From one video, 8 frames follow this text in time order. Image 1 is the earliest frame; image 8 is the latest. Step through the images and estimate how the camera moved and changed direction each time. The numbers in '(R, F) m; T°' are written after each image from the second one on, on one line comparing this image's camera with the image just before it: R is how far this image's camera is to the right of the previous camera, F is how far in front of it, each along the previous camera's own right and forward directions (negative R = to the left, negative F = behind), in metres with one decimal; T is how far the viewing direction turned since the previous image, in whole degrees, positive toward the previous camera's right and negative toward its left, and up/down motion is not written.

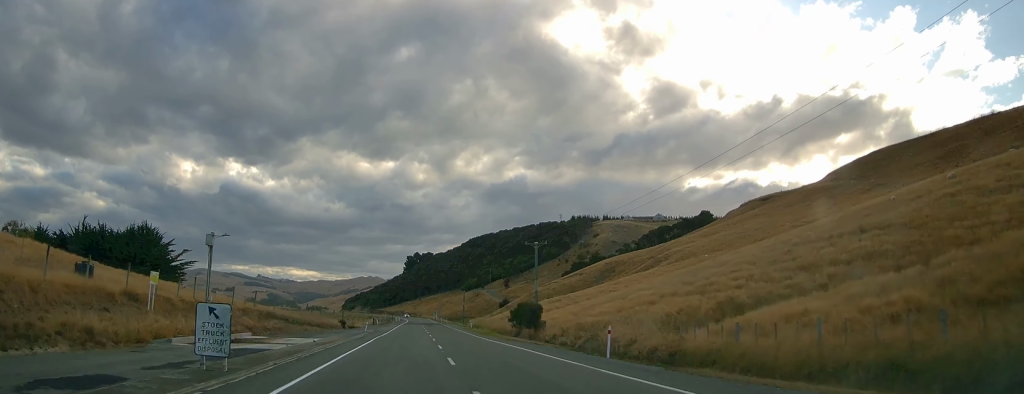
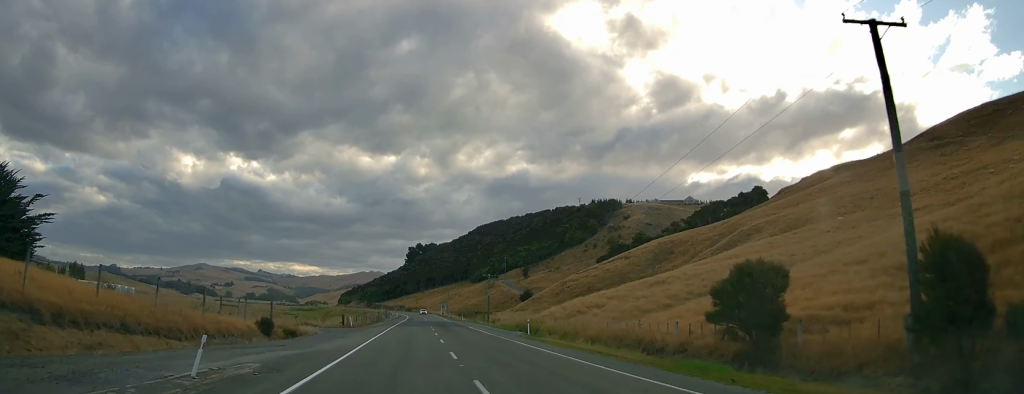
(+0.6, +47.4) m; 0°
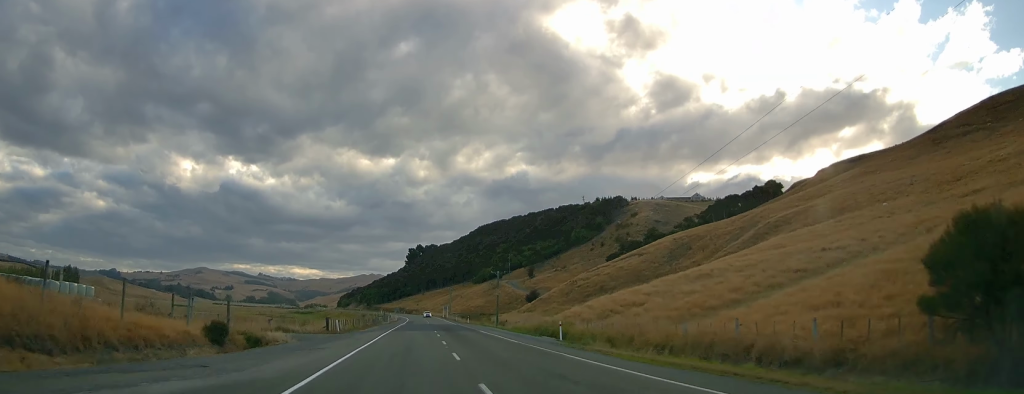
(-0.2, +10.7) m; 0°
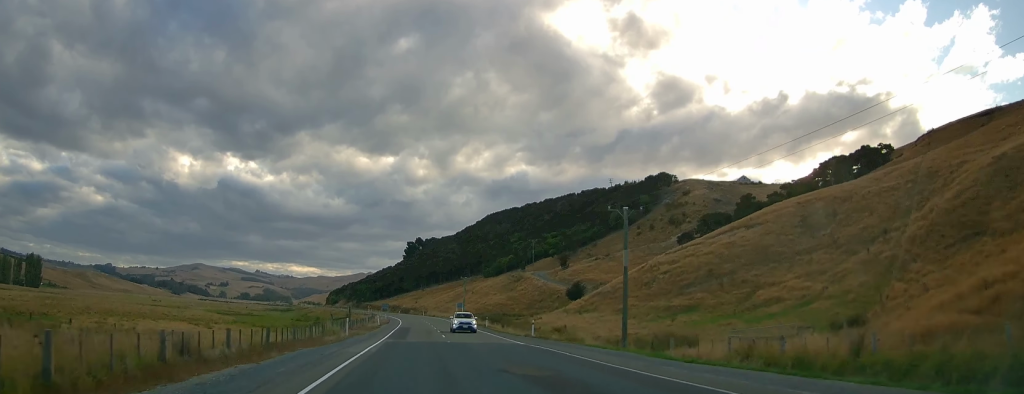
(+0.5, +57.0) m; +1°
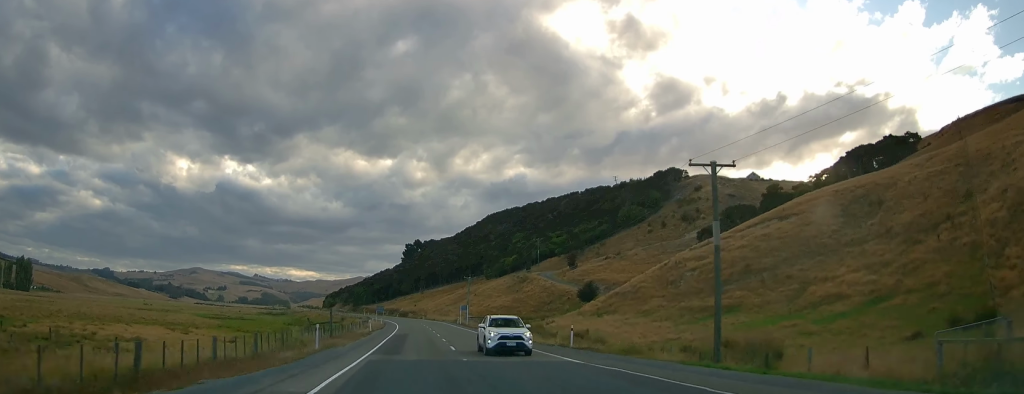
(0.0, +11.6) m; 0°
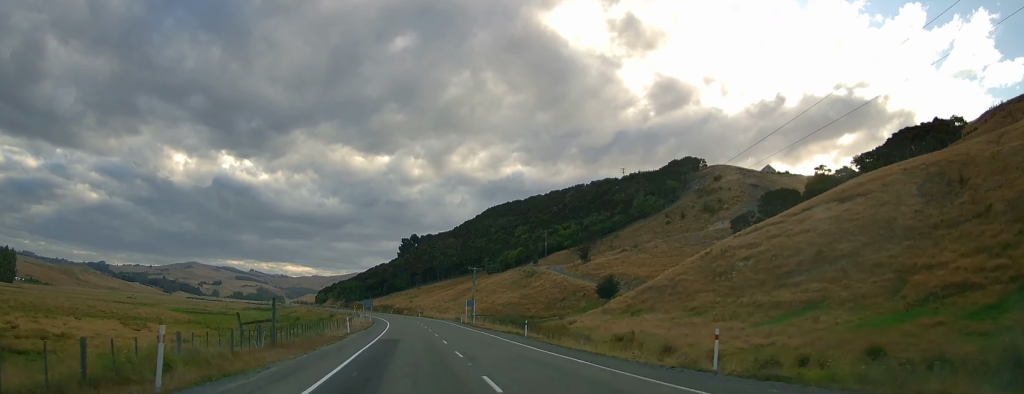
(-0.1, +16.9) m; 0°
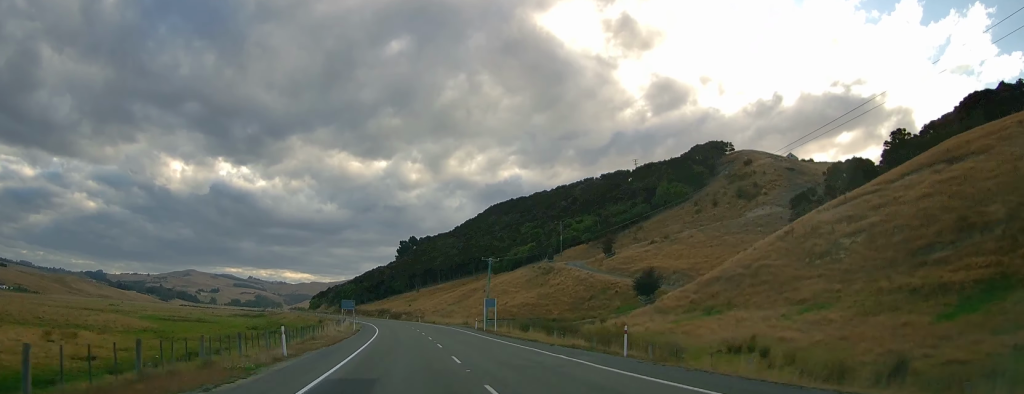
(0.0, +21.5) m; 0°
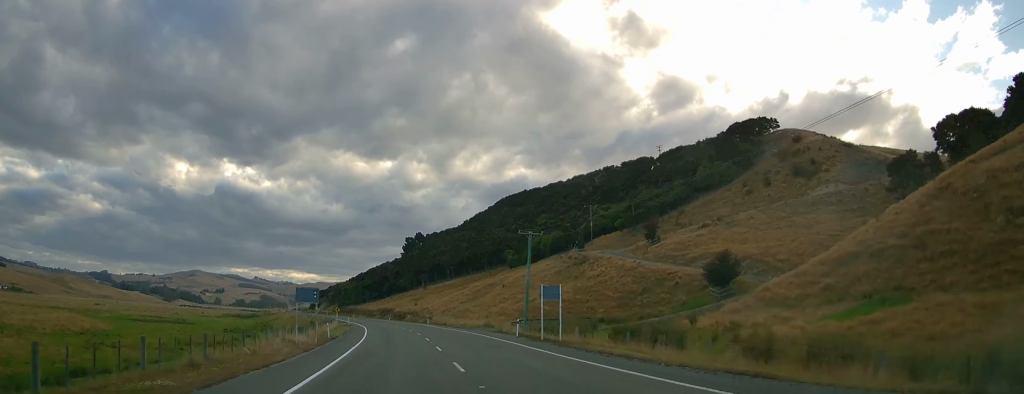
(+0.1, +23.4) m; 0°
